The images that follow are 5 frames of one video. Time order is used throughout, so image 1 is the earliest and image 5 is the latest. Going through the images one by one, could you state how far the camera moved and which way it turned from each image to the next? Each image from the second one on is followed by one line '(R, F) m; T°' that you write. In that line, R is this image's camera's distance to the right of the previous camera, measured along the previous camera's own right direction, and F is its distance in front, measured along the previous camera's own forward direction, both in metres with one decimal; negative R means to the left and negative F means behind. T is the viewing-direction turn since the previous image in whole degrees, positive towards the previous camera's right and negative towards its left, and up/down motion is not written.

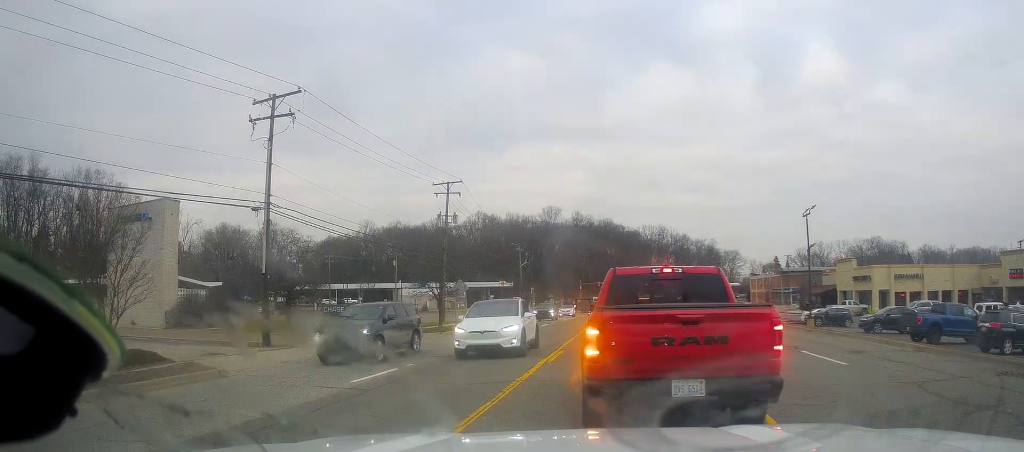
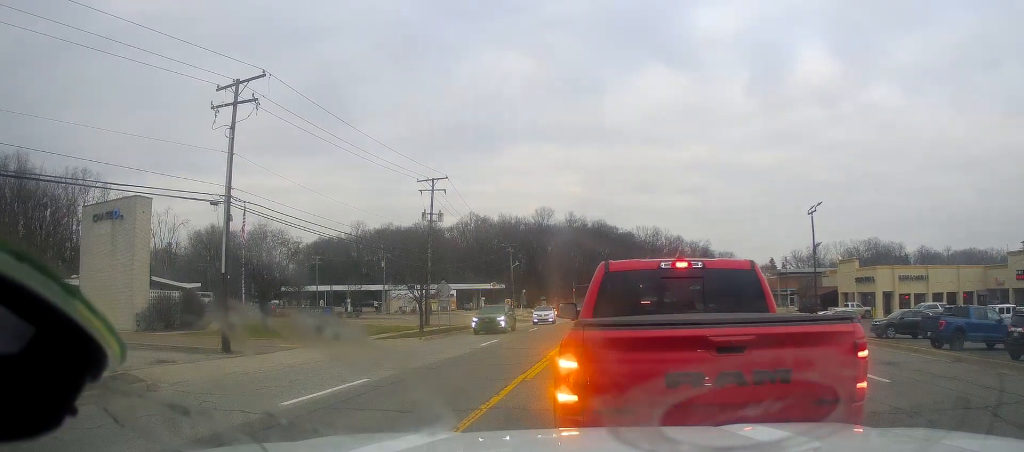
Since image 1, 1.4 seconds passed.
(+0.6, +1.3) m; -1°
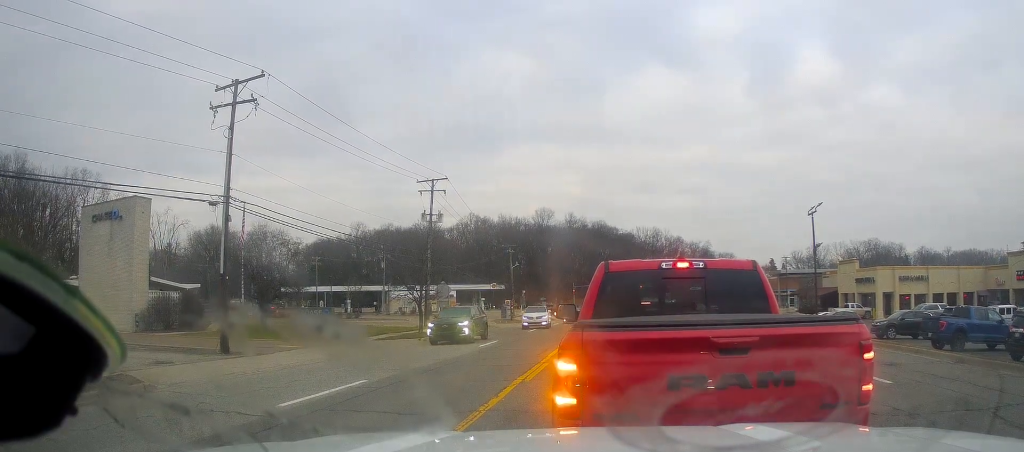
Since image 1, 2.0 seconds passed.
(0.0, 0.0) m; 0°
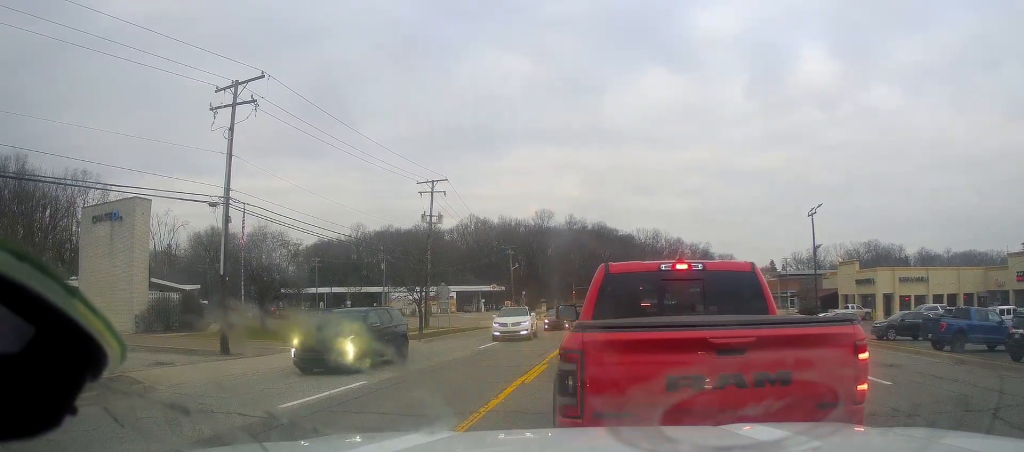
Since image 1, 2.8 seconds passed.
(0.0, 0.0) m; 0°
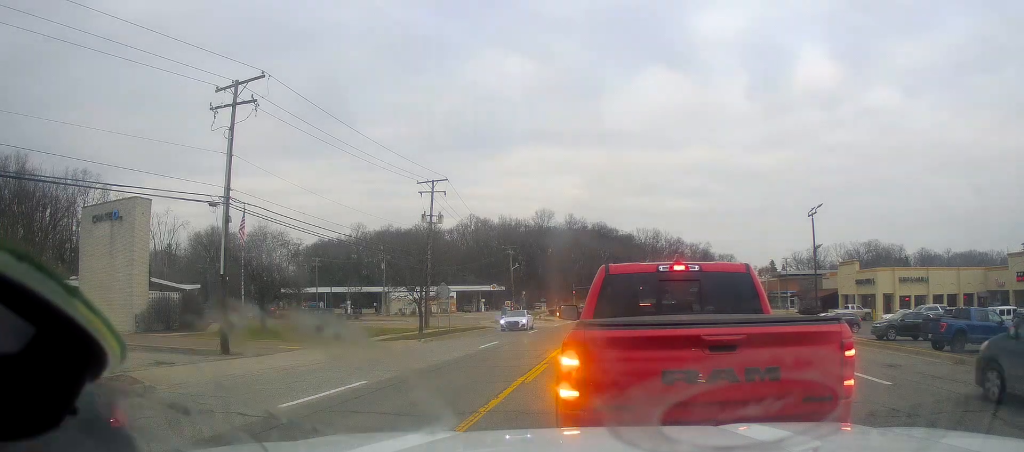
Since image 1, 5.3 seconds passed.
(0.0, 0.0) m; 0°
